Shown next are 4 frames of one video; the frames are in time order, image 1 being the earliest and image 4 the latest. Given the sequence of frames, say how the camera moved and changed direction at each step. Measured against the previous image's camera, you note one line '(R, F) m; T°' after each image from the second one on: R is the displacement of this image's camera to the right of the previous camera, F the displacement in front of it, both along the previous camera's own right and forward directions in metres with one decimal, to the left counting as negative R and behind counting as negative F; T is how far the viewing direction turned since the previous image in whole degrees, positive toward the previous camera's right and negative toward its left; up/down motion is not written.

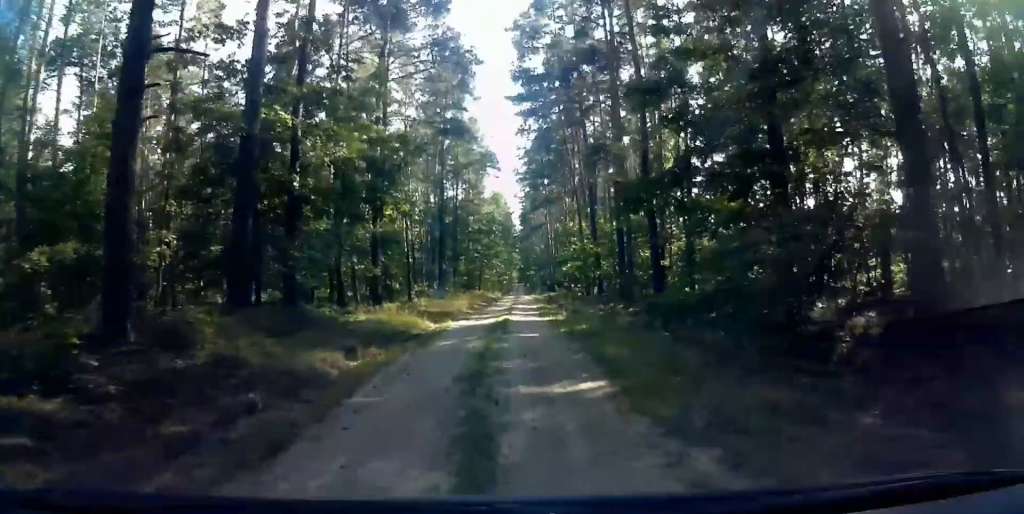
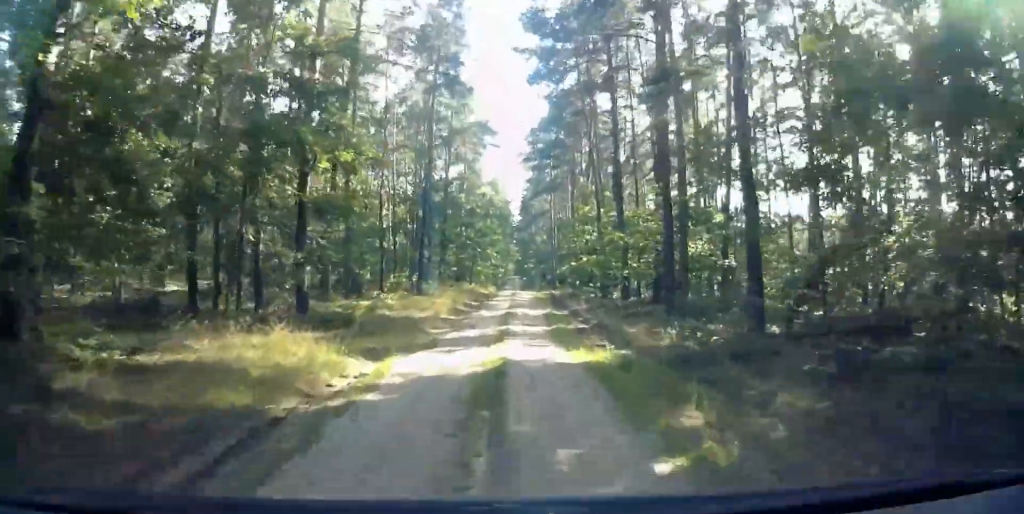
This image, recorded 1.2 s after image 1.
(+0.2, +11.0) m; +1°
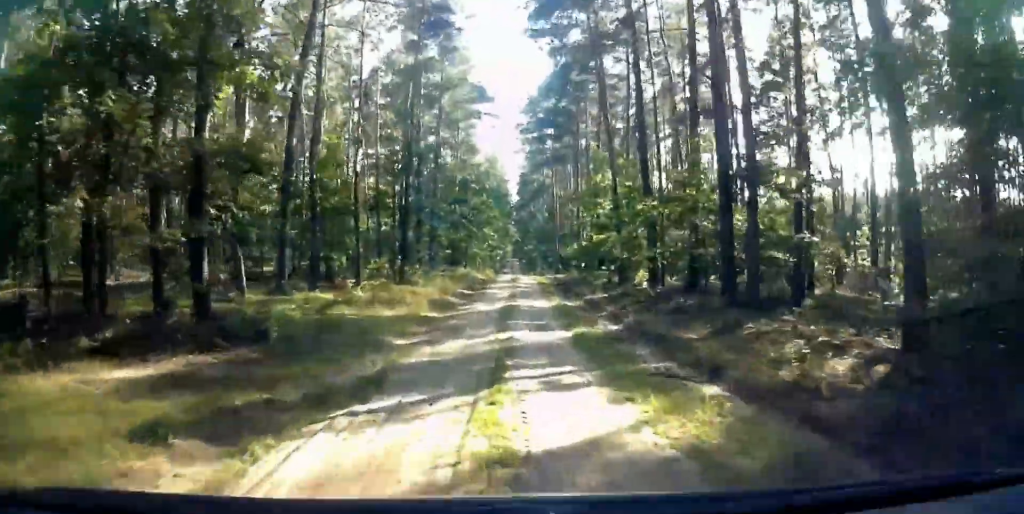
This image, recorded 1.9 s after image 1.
(0.0, +6.9) m; 0°
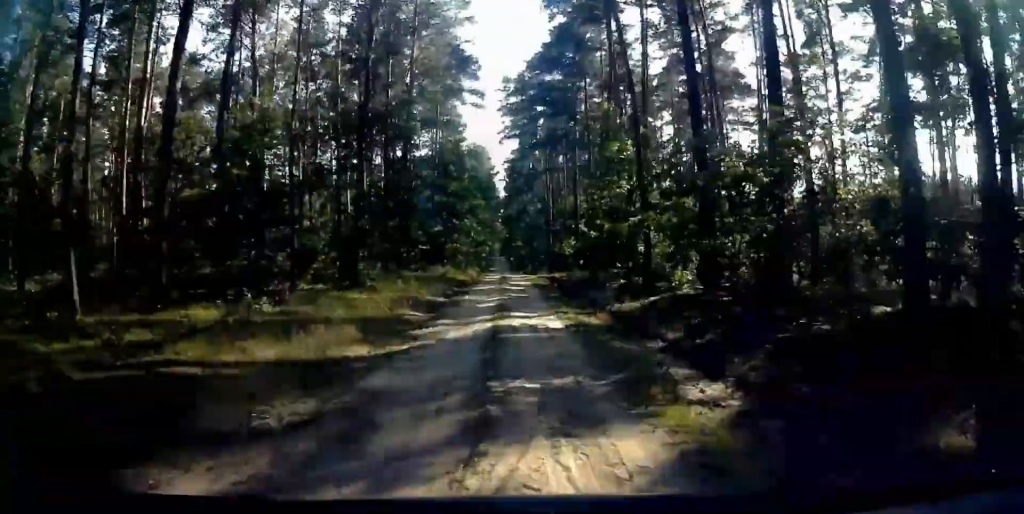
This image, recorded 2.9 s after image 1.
(0.0, +9.6) m; 0°
